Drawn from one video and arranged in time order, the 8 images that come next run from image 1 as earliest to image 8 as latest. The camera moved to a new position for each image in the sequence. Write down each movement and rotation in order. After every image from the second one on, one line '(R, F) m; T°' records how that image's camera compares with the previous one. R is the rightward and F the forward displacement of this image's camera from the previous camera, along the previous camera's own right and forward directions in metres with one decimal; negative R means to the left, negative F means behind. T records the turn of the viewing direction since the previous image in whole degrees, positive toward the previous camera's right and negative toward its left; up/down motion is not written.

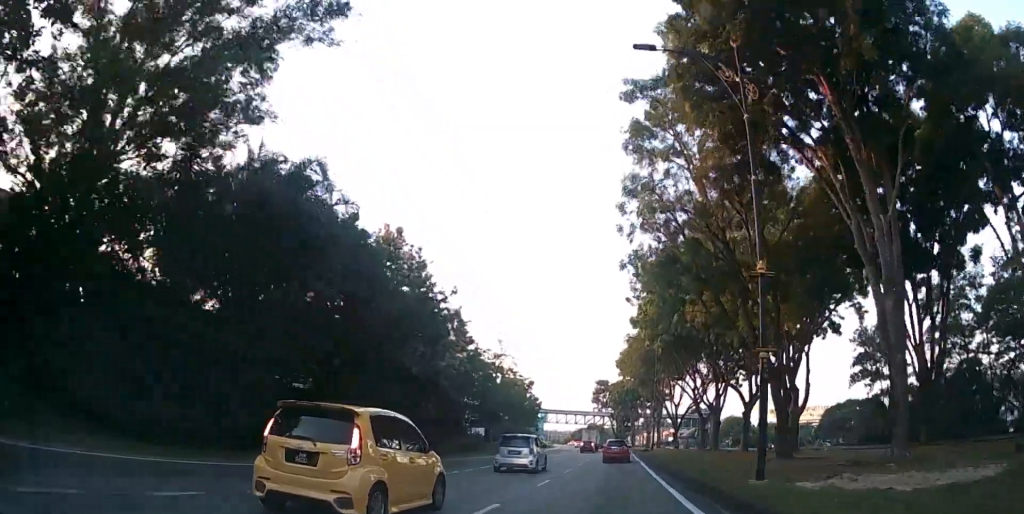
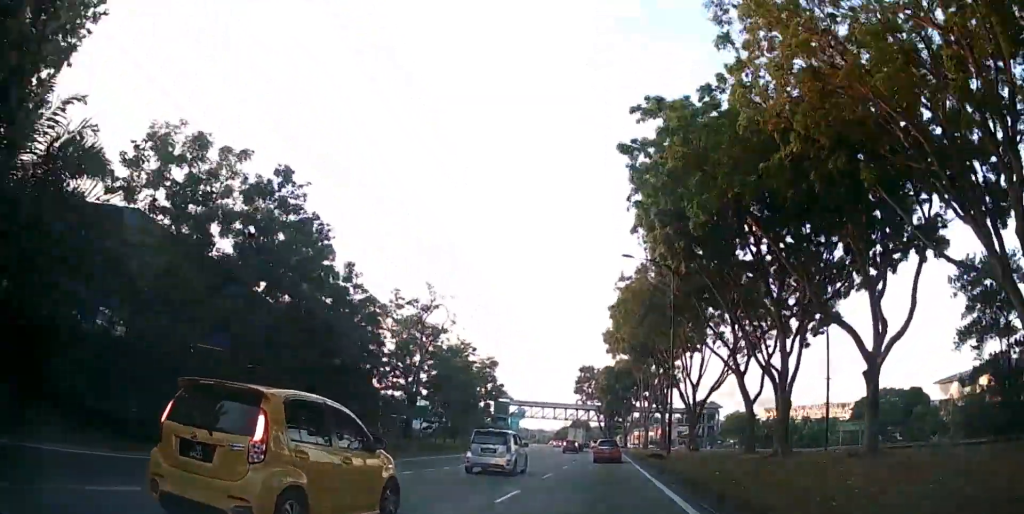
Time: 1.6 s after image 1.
(+0.6, +26.3) m; +2°
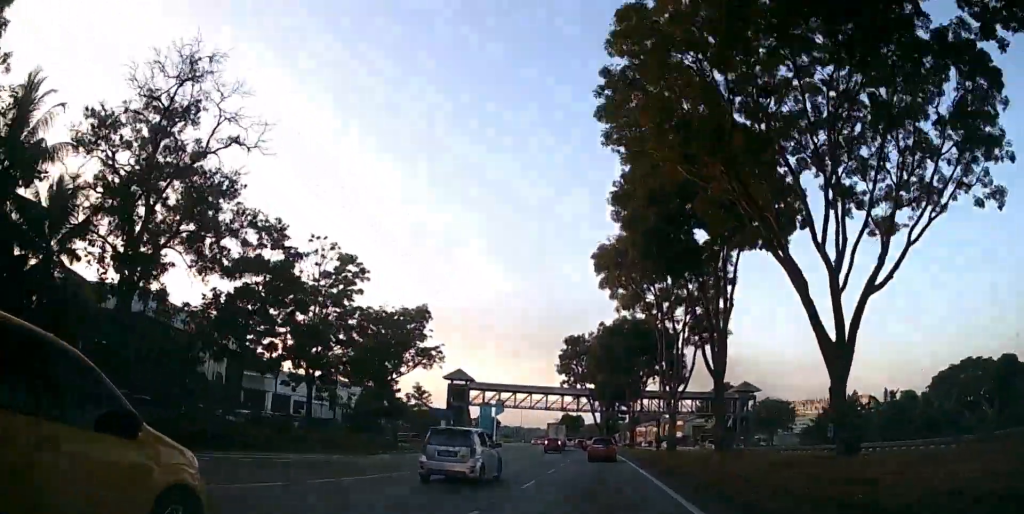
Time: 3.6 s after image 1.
(+0.2, +33.7) m; +1°
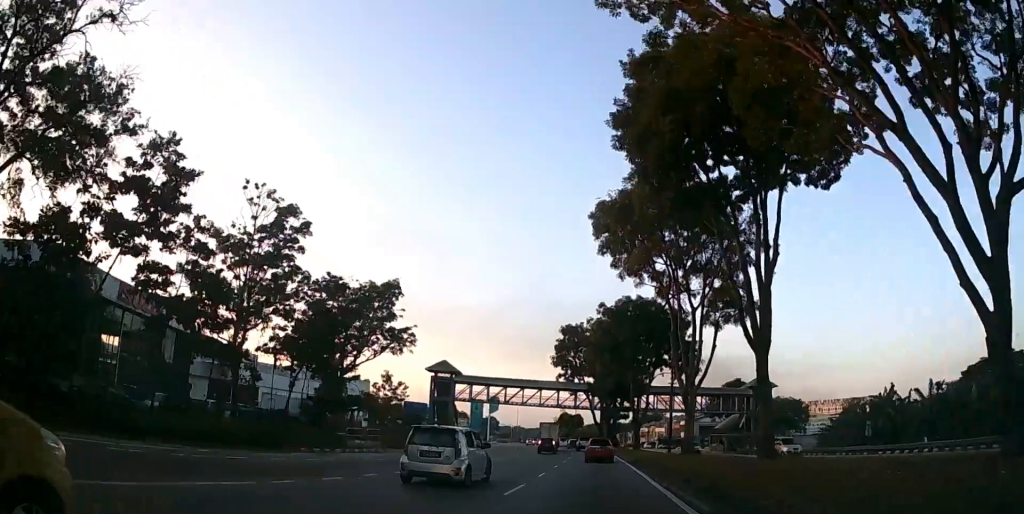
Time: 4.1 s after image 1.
(+0.1, +8.5) m; 0°
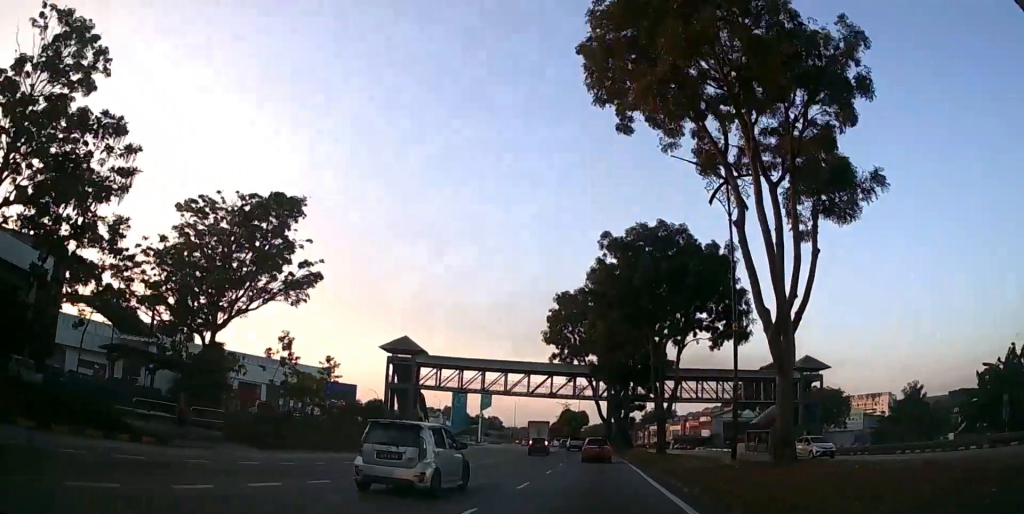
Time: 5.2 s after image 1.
(-0.1, +18.8) m; -1°
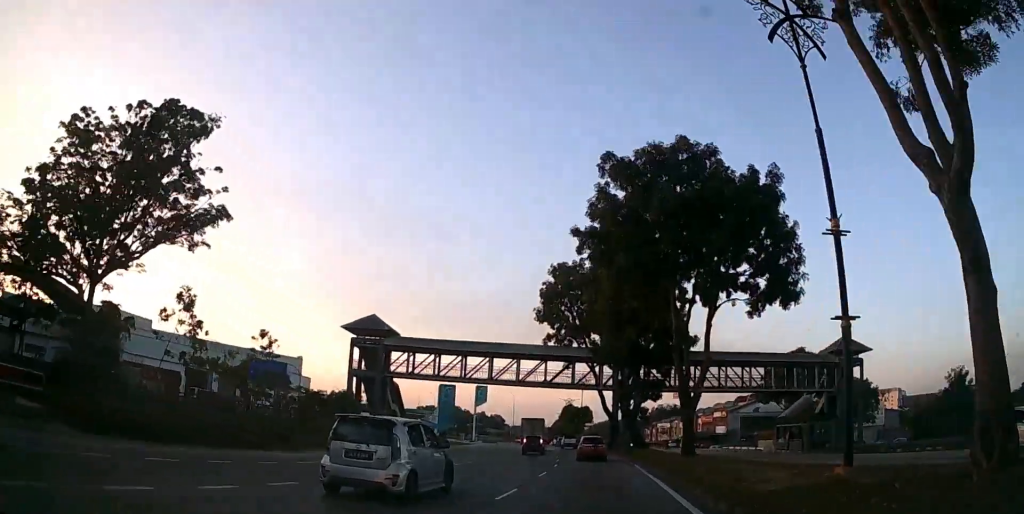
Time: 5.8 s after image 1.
(0.0, +10.3) m; 0°
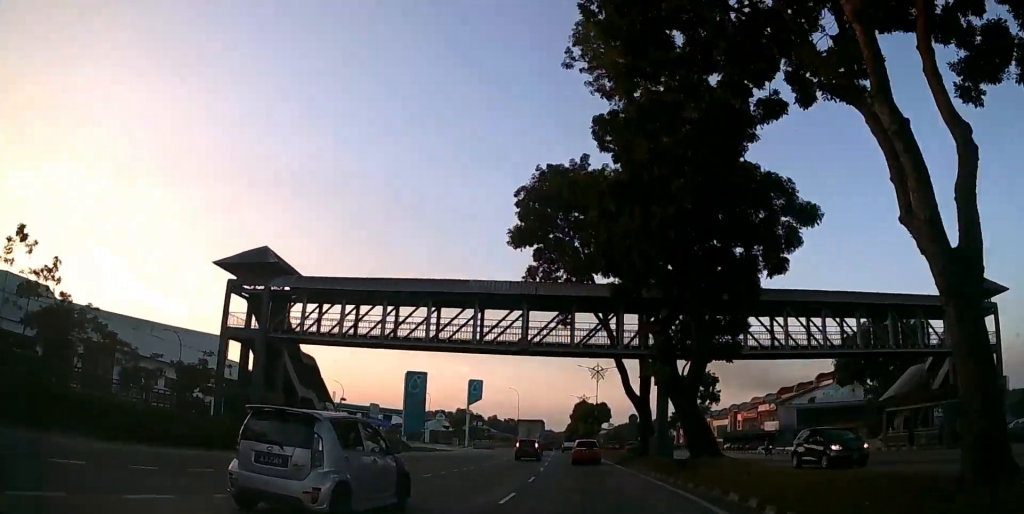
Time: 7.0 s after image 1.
(-0.1, +21.1) m; -1°
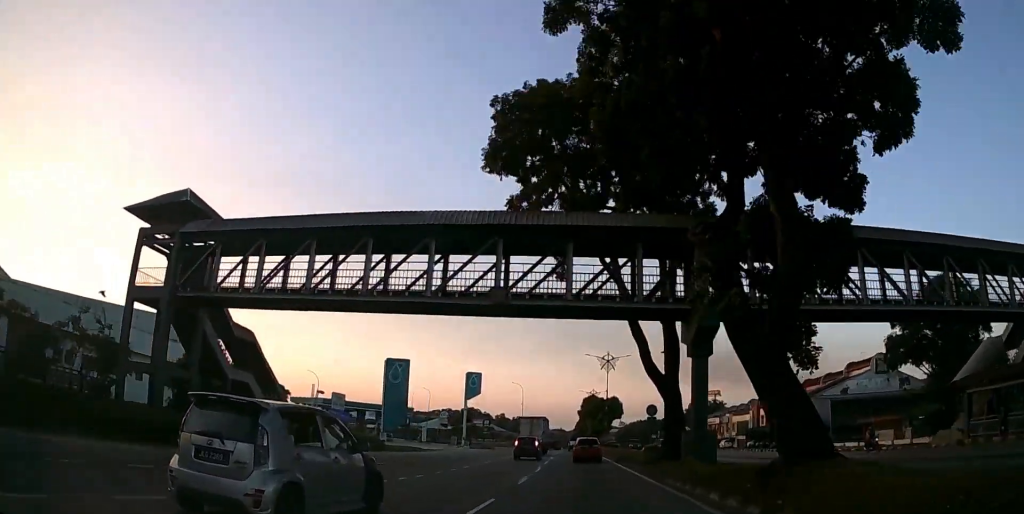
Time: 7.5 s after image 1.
(0.0, +8.5) m; -1°
